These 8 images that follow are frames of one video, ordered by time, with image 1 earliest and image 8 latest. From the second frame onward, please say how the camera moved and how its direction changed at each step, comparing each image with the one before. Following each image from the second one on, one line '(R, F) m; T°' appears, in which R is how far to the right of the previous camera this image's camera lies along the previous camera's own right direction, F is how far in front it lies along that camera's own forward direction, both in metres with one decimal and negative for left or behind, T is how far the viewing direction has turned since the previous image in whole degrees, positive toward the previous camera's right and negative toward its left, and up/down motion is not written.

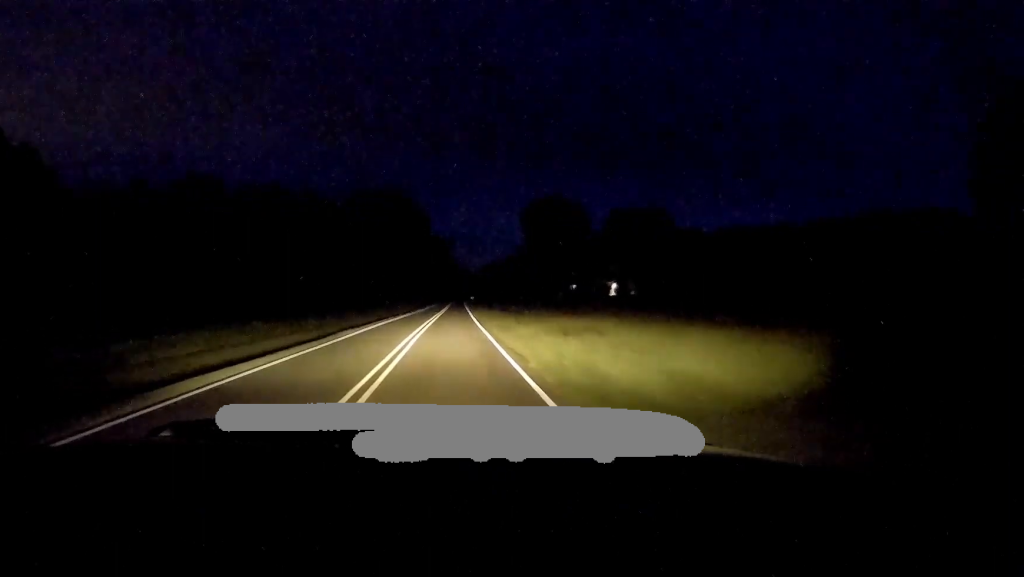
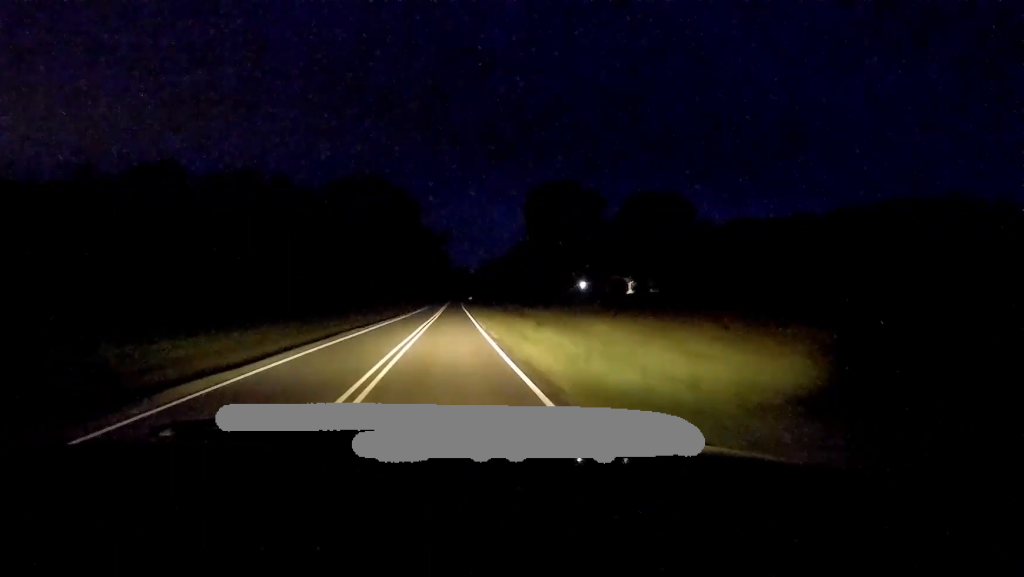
(+0.2, +17.4) m; +1°
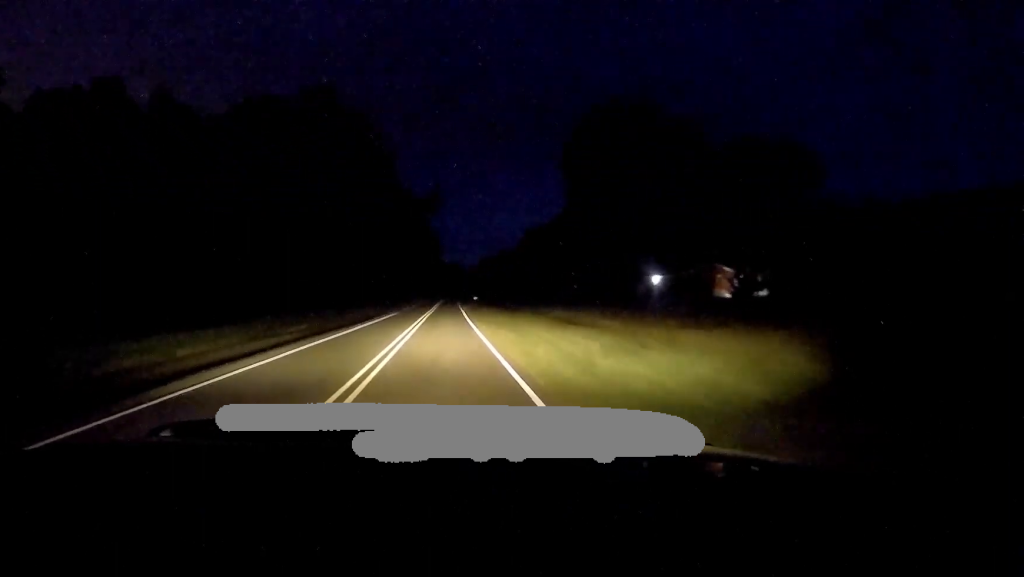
(+1.2, +53.7) m; +3°
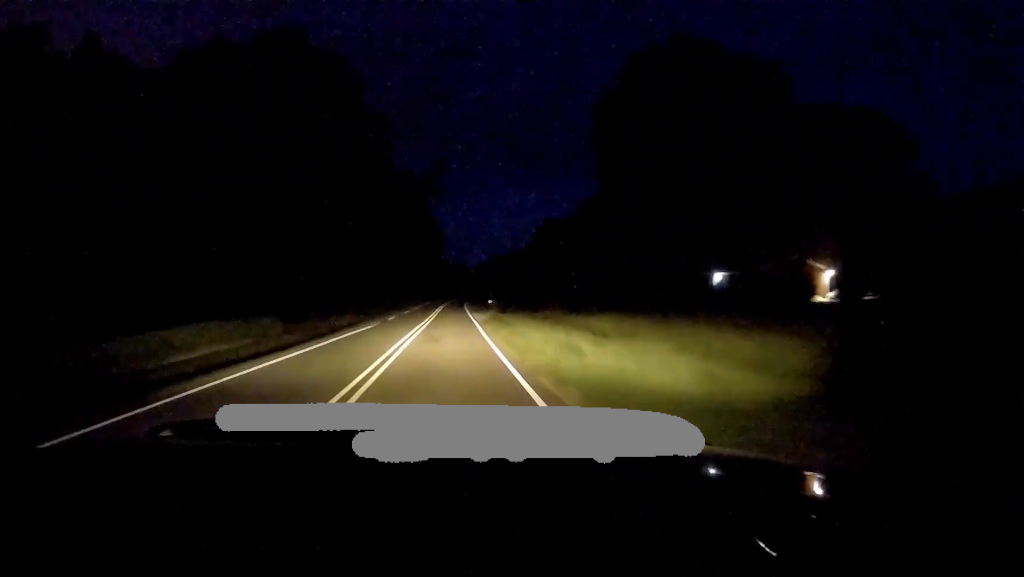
(+0.3, +20.3) m; +1°
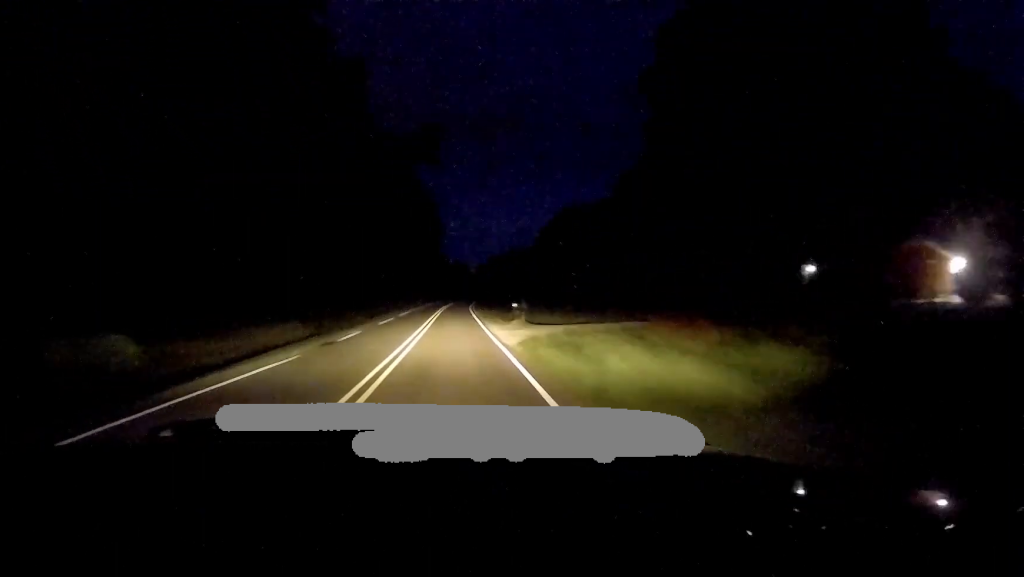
(+0.2, +18.8) m; 0°
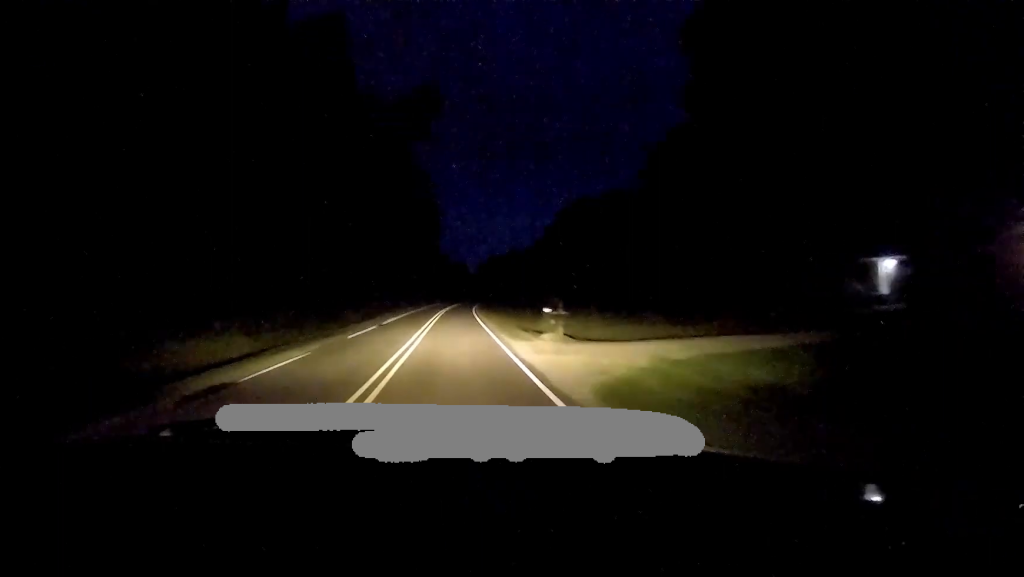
(-0.2, +10.6) m; -1°
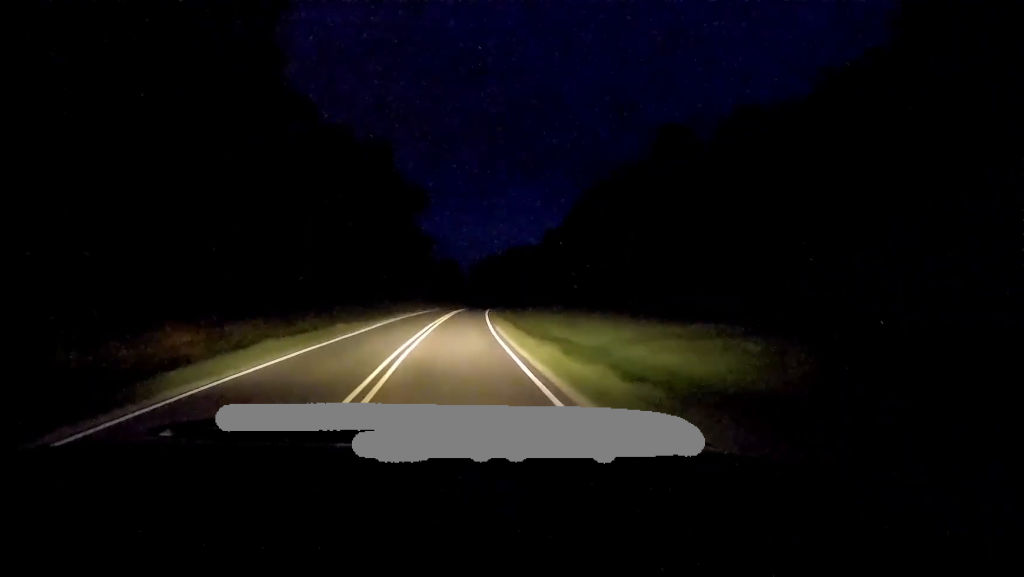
(+0.2, +40.8) m; +1°
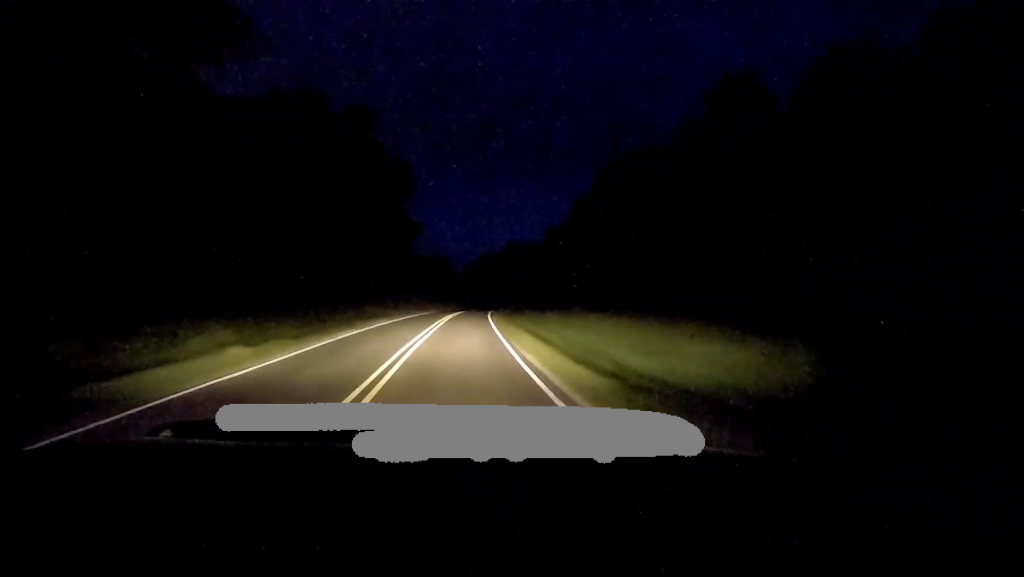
(+0.4, +13.0) m; 0°
